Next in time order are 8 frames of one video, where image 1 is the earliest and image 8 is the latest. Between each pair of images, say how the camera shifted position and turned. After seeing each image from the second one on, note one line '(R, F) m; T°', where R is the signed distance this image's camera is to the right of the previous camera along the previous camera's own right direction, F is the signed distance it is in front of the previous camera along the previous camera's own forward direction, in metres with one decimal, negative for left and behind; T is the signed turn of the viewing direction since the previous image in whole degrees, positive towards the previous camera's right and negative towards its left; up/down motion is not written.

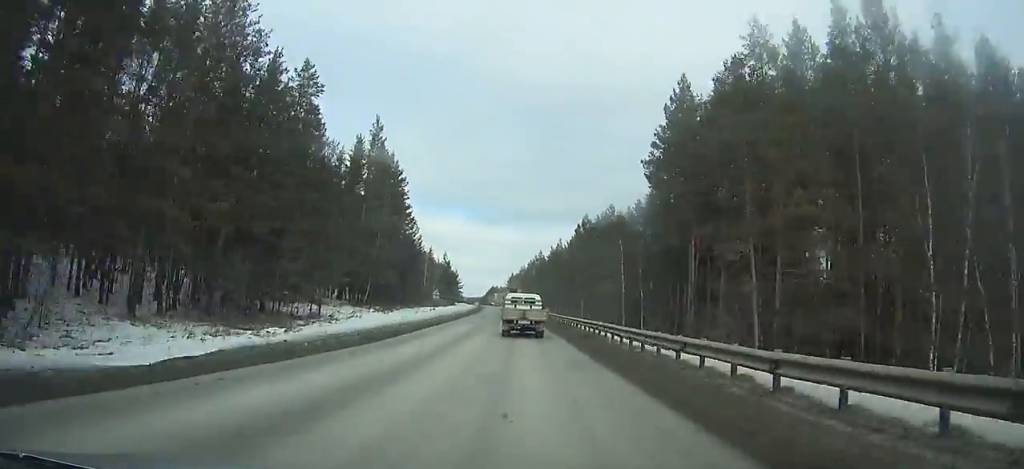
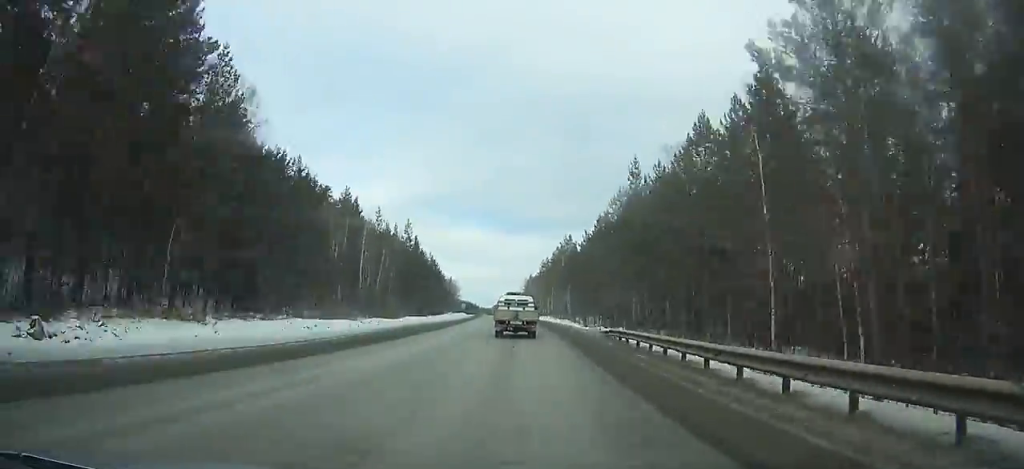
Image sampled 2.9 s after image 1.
(-1.9, +68.6) m; -3°
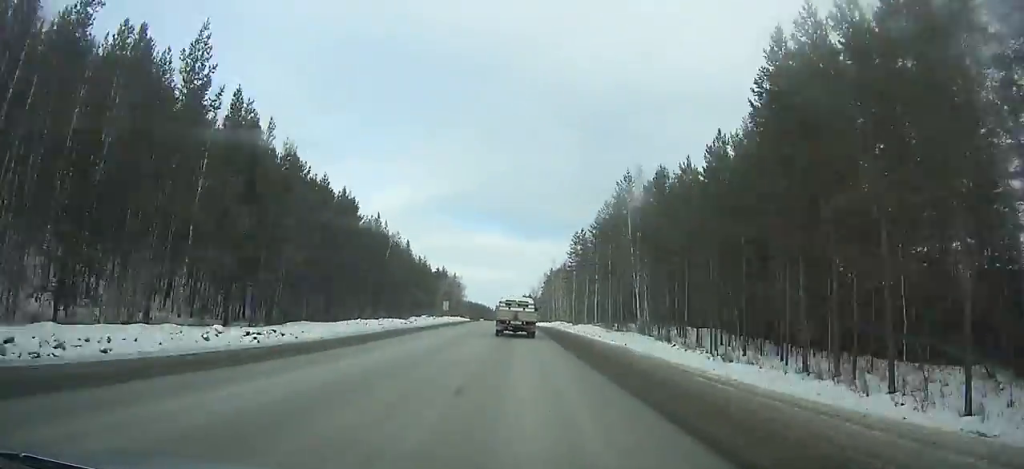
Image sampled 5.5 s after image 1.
(-1.1, +61.3) m; -2°
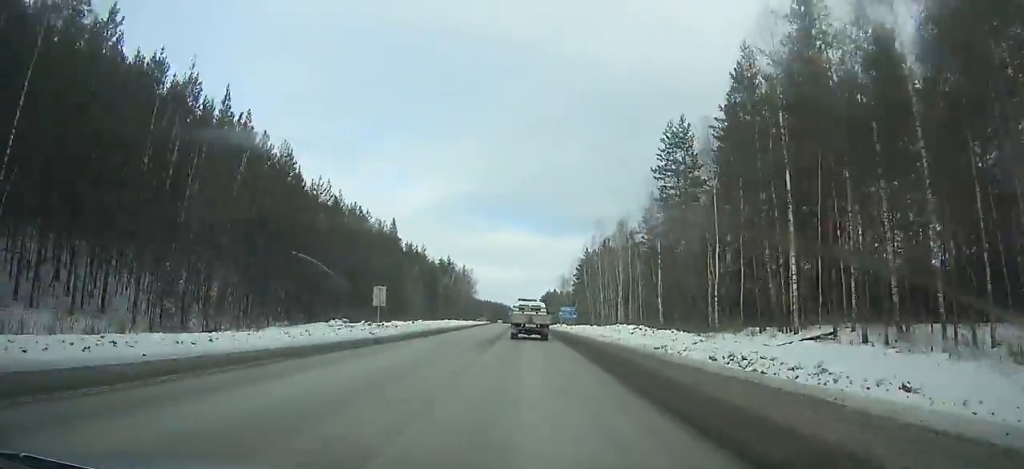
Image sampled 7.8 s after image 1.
(-0.5, +54.2) m; -1°
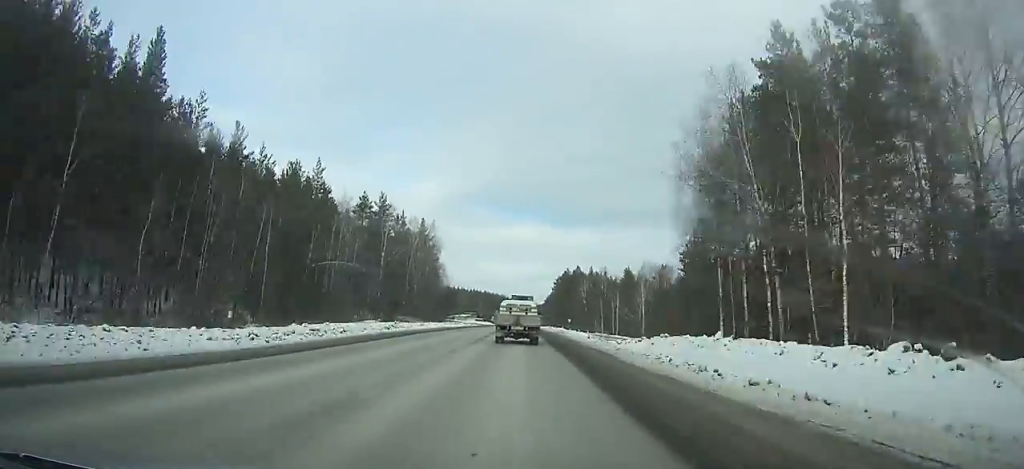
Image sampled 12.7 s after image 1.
(-1.7, +113.8) m; -1°
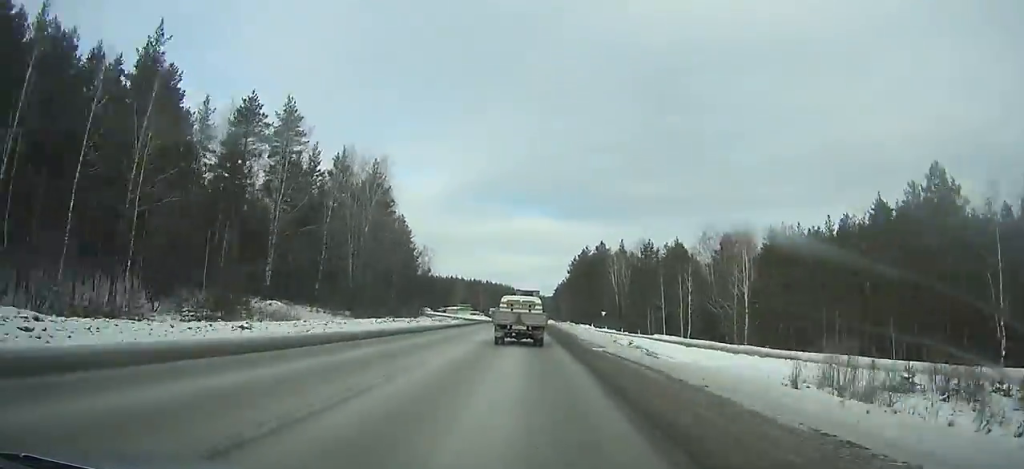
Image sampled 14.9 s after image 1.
(-0.1, +49.8) m; 0°
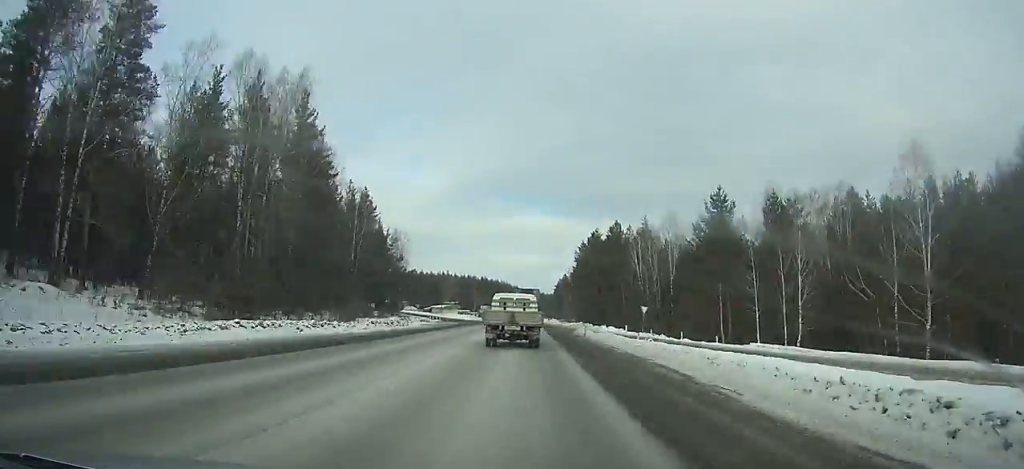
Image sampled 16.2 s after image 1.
(-0.2, +29.1) m; 0°
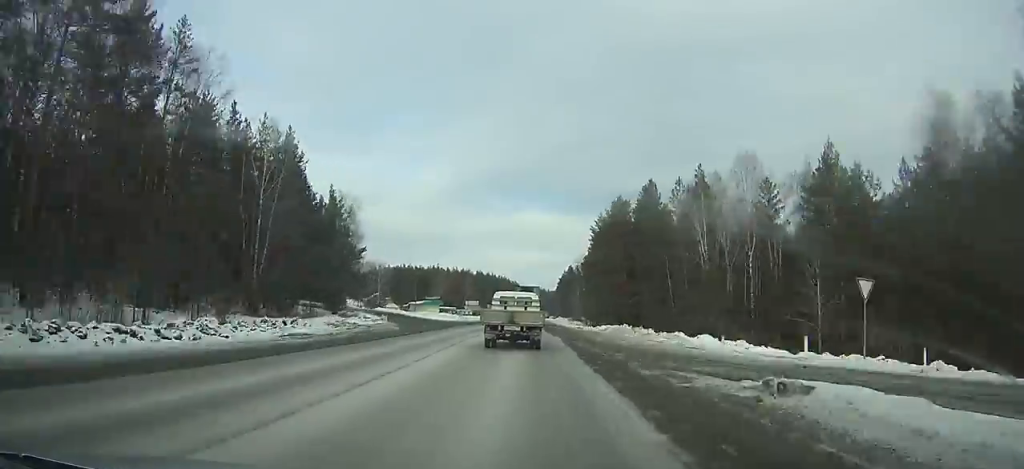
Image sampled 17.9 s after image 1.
(+0.2, +37.0) m; 0°
